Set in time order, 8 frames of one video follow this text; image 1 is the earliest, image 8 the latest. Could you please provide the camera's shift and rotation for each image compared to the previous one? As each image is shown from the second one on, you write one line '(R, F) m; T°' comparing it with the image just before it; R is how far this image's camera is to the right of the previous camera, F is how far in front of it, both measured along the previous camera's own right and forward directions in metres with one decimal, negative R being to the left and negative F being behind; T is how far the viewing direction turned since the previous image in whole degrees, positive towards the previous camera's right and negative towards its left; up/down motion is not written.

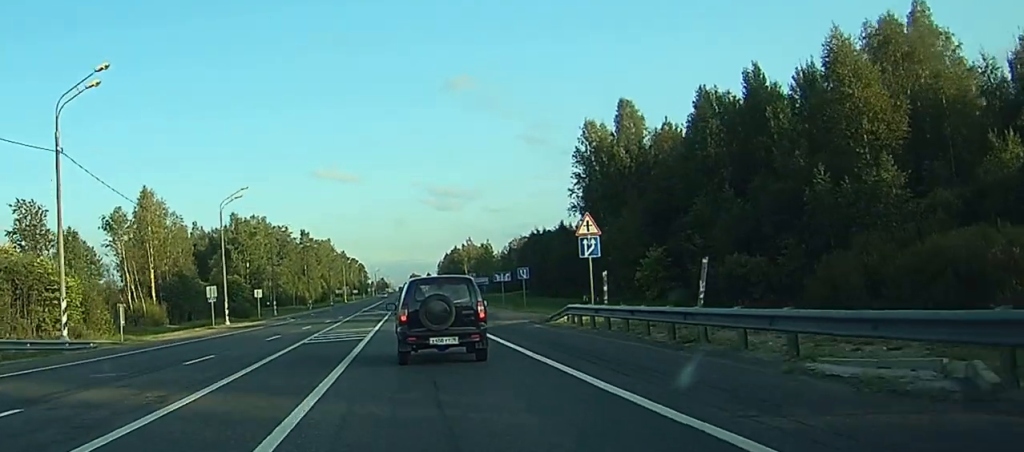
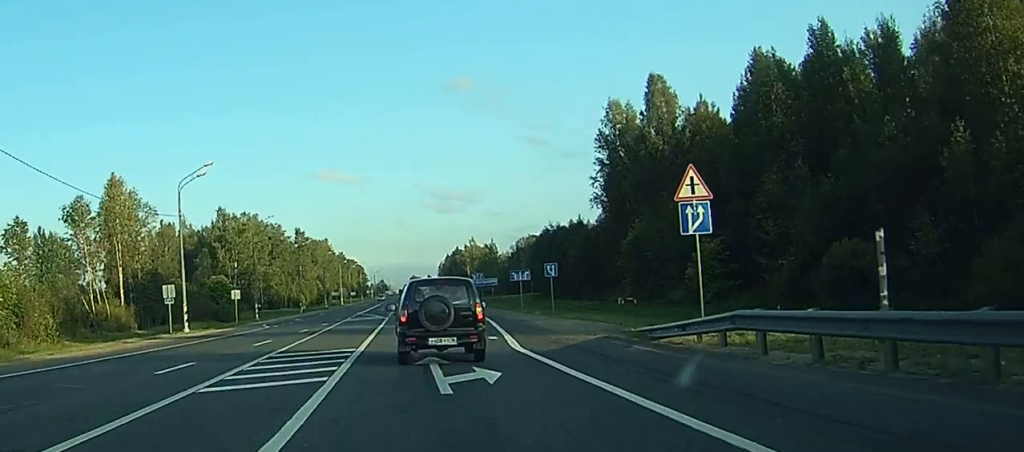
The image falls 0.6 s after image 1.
(-0.1, +14.5) m; 0°
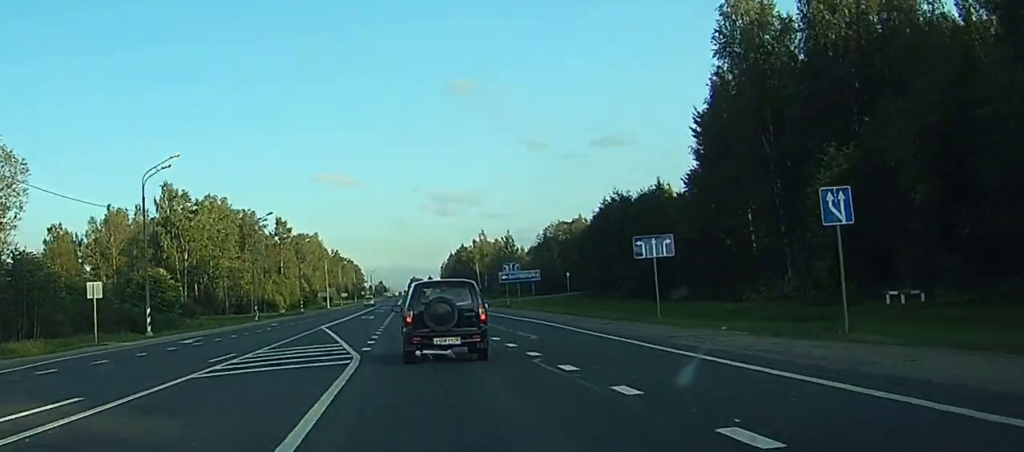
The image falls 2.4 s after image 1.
(0.0, +43.2) m; 0°
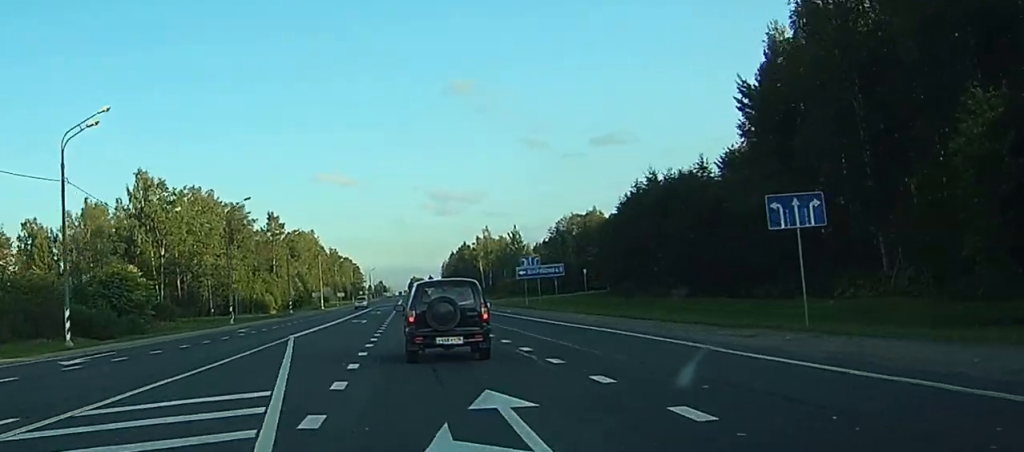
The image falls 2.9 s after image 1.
(0.0, +14.1) m; 0°
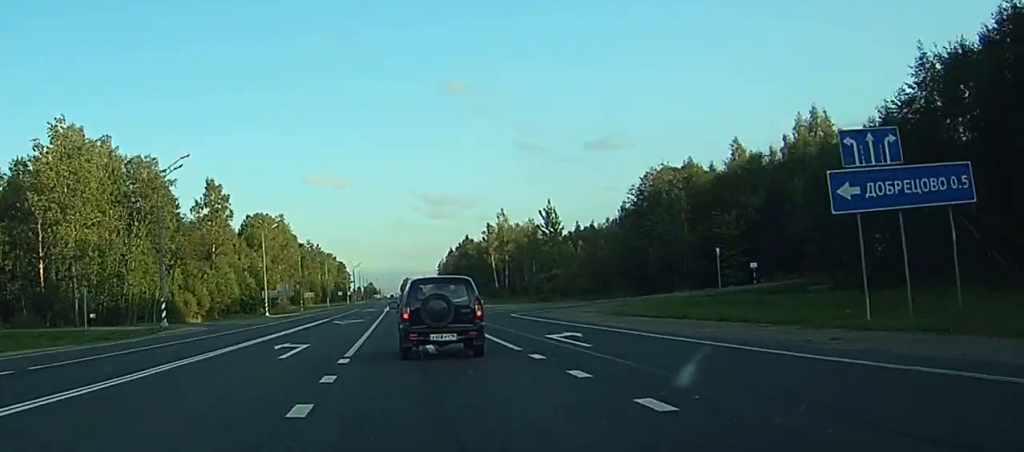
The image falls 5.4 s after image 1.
(+0.4, +62.9) m; 0°
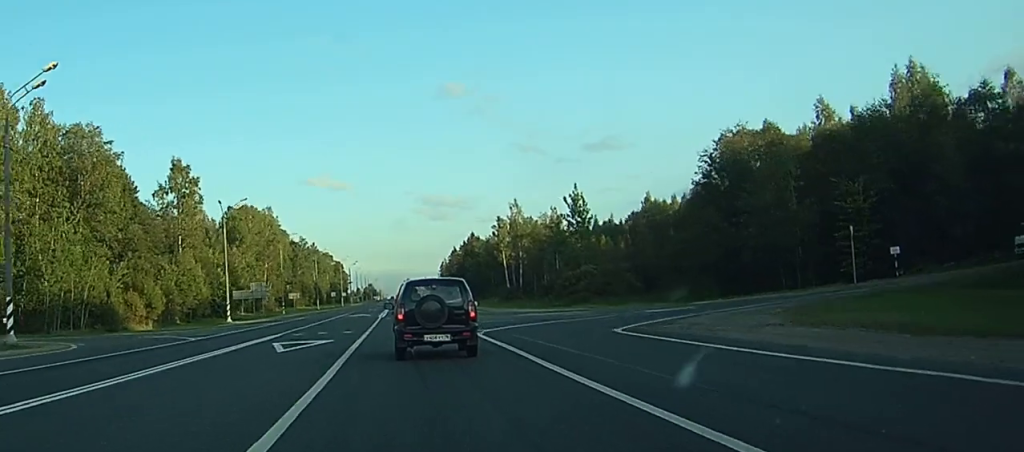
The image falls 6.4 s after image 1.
(0.0, +25.1) m; 0°
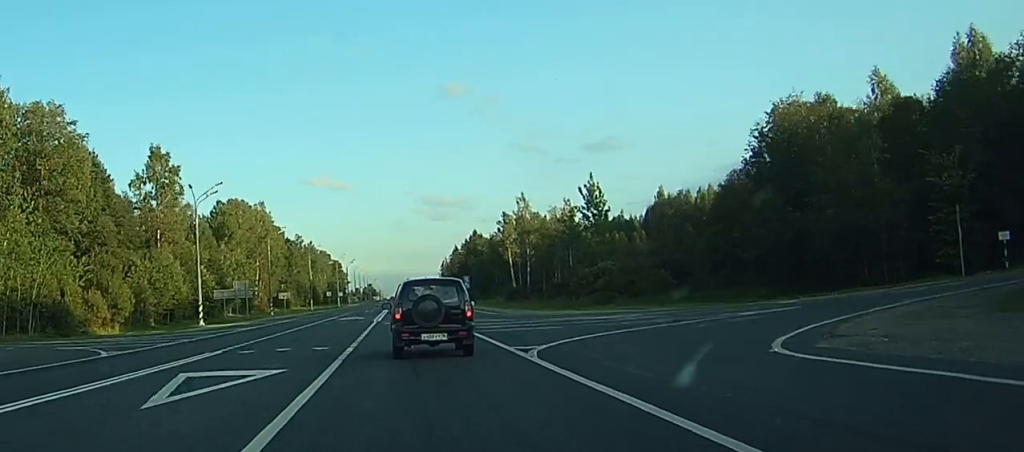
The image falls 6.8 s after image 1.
(0.0, +12.2) m; 0°
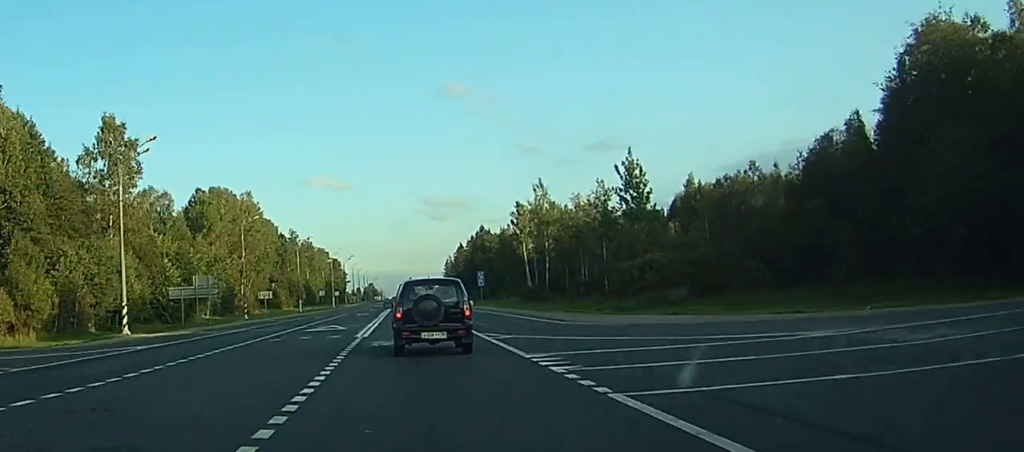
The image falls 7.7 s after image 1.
(0.0, +21.8) m; 0°
